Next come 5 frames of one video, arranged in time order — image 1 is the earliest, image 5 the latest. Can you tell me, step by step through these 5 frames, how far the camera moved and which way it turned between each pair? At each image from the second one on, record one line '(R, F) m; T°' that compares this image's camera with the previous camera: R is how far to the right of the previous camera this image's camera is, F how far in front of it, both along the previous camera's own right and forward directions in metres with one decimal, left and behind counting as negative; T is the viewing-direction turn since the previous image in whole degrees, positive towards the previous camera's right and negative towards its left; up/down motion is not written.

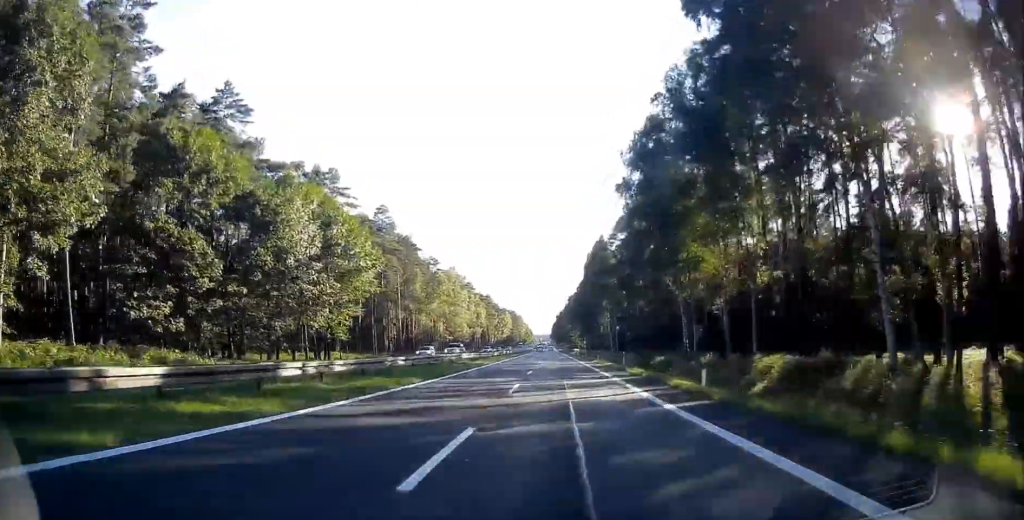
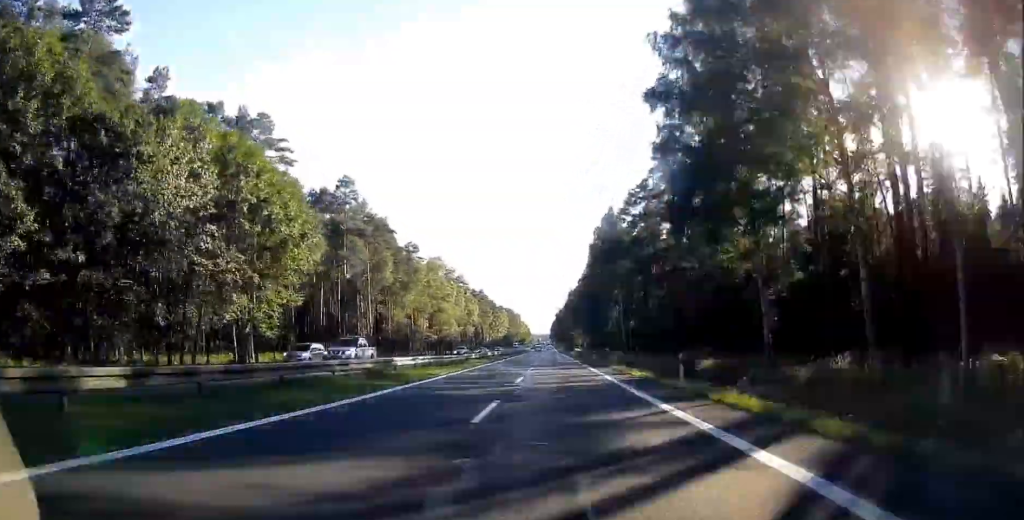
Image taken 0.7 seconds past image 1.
(0.0, +17.9) m; 0°
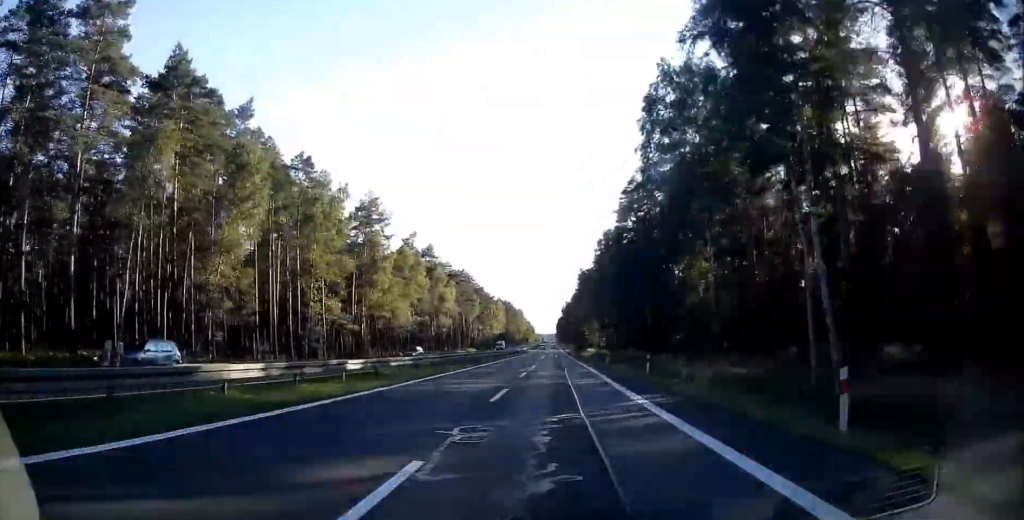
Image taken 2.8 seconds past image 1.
(0.0, +53.2) m; 0°
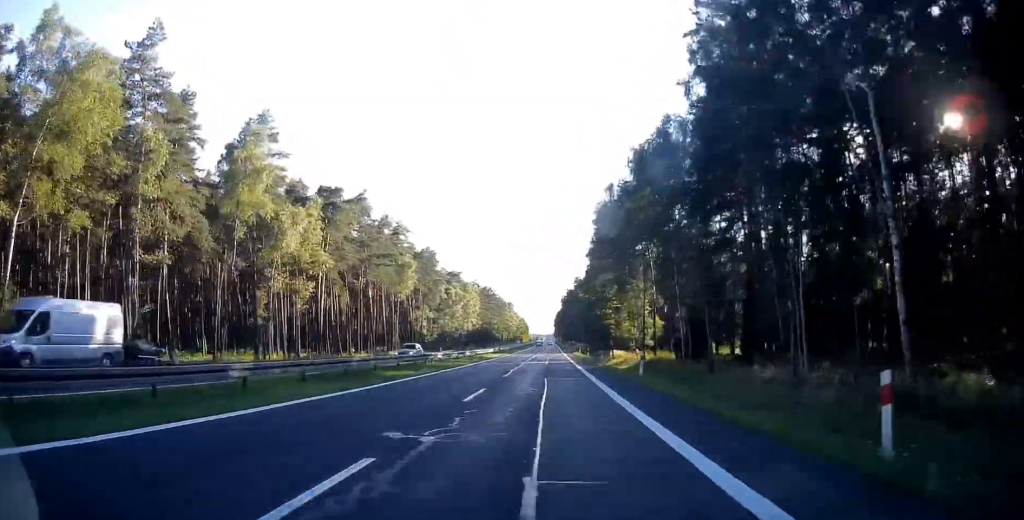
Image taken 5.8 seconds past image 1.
(-2.1, +80.1) m; -3°
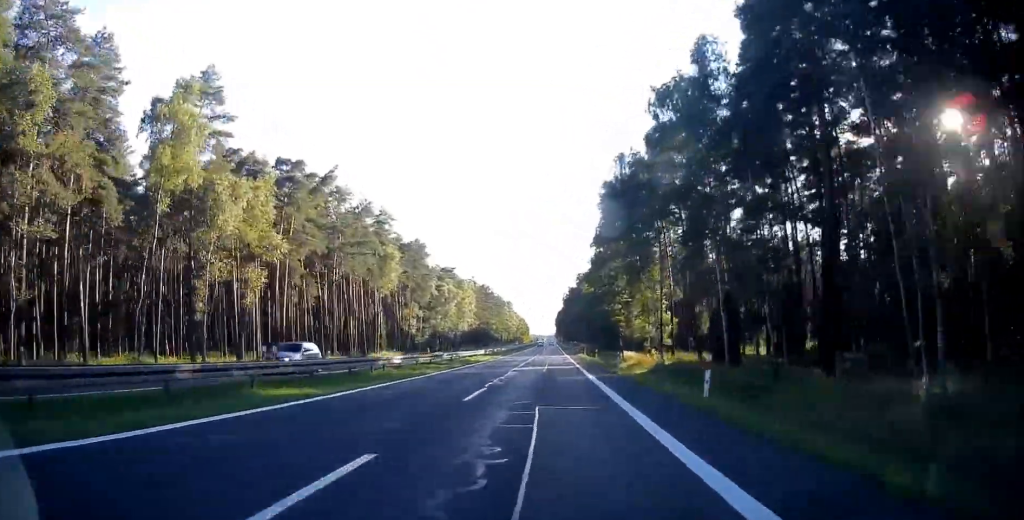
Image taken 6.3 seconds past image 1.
(0.0, +11.4) m; 0°
